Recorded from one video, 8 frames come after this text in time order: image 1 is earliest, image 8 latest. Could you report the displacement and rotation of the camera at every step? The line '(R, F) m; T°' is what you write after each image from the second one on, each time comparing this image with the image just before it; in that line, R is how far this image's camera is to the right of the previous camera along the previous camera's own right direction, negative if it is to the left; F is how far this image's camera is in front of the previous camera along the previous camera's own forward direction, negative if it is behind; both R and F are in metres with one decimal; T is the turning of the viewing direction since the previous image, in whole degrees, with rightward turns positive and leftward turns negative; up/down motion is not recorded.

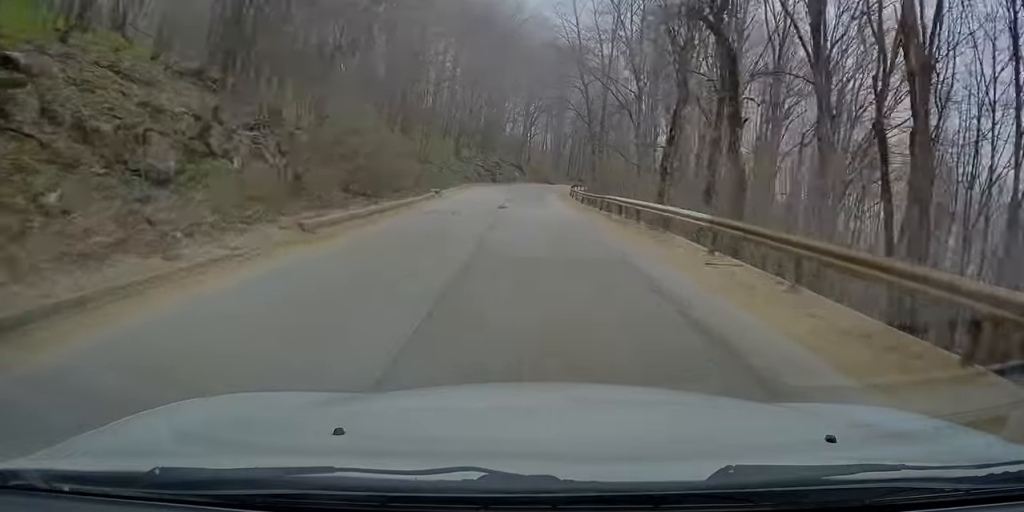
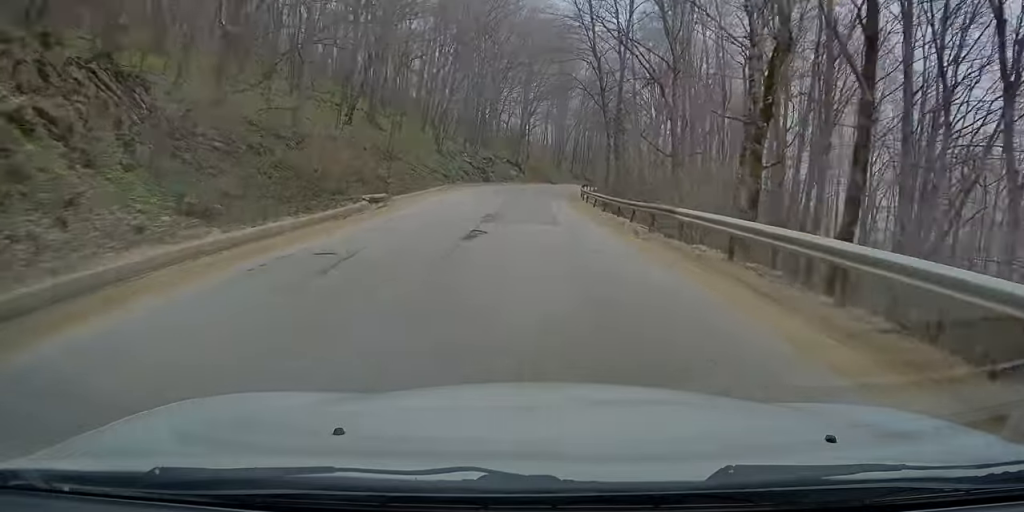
(-0.2, +13.9) m; 0°
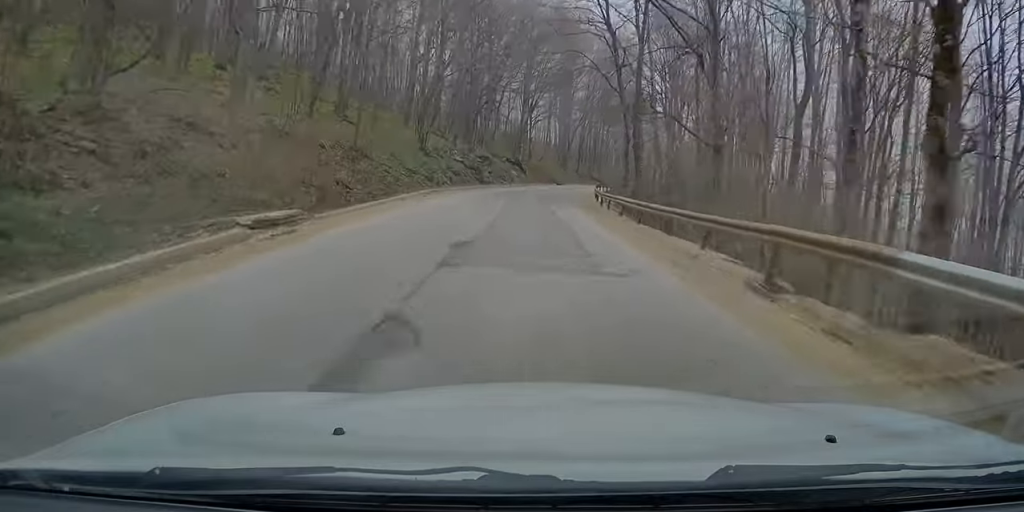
(0.0, +9.4) m; 0°
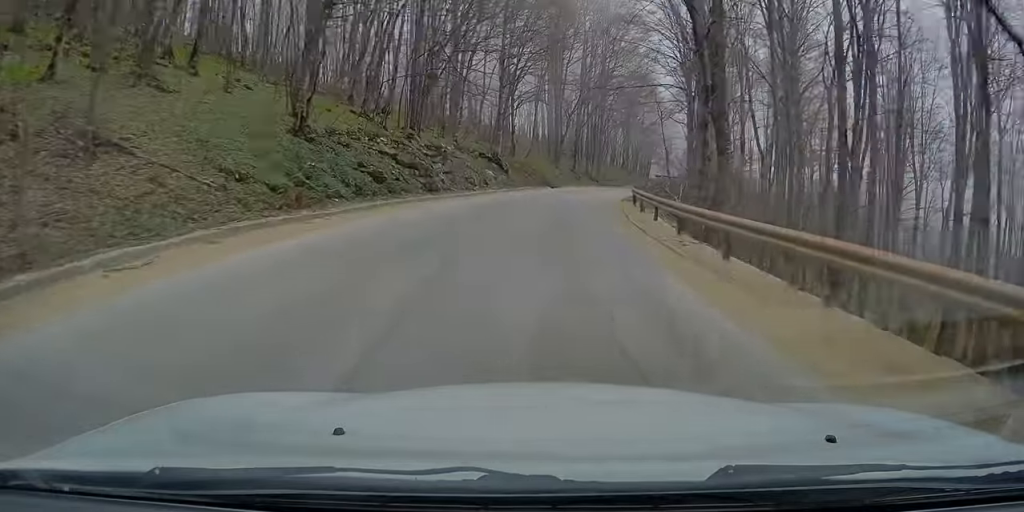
(+0.2, +23.1) m; +3°
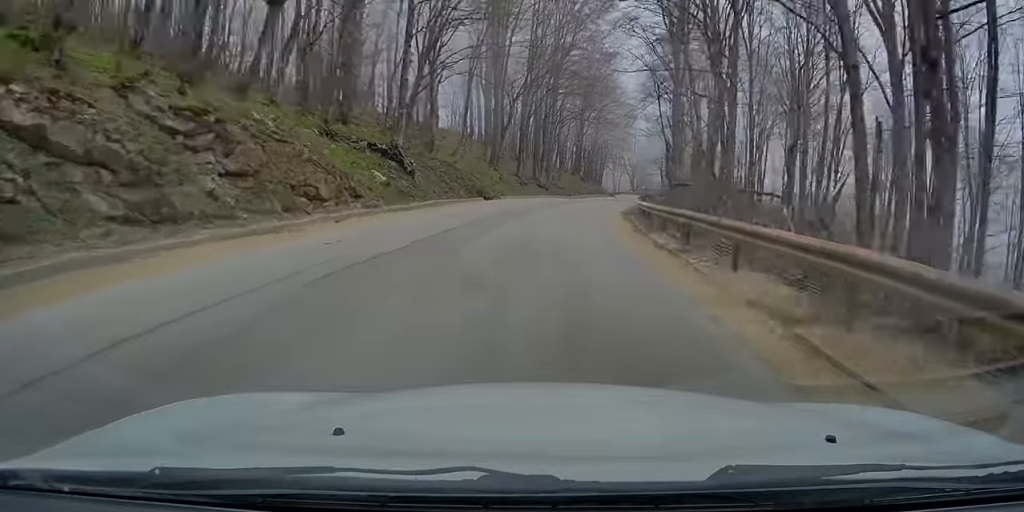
(+0.9, +21.7) m; +6°
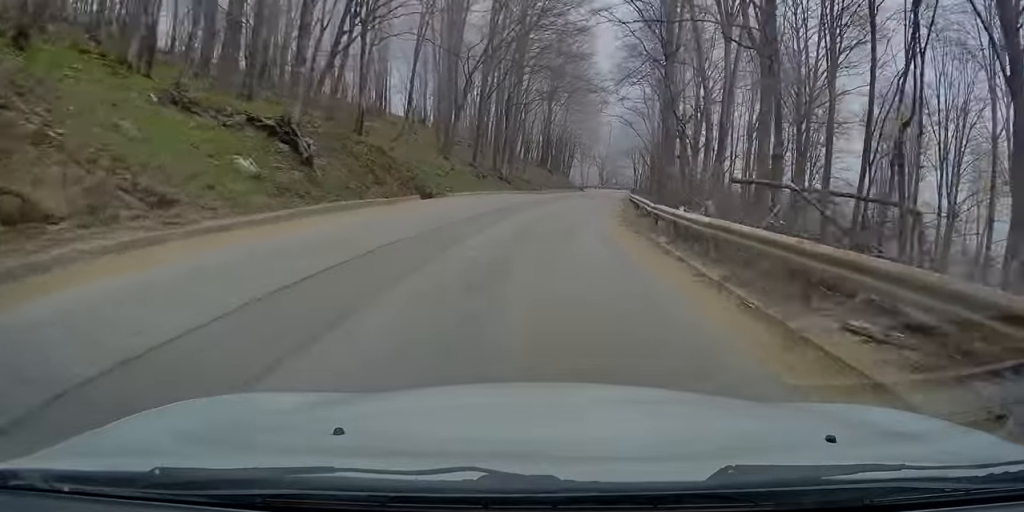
(+0.4, +11.0) m; +4°
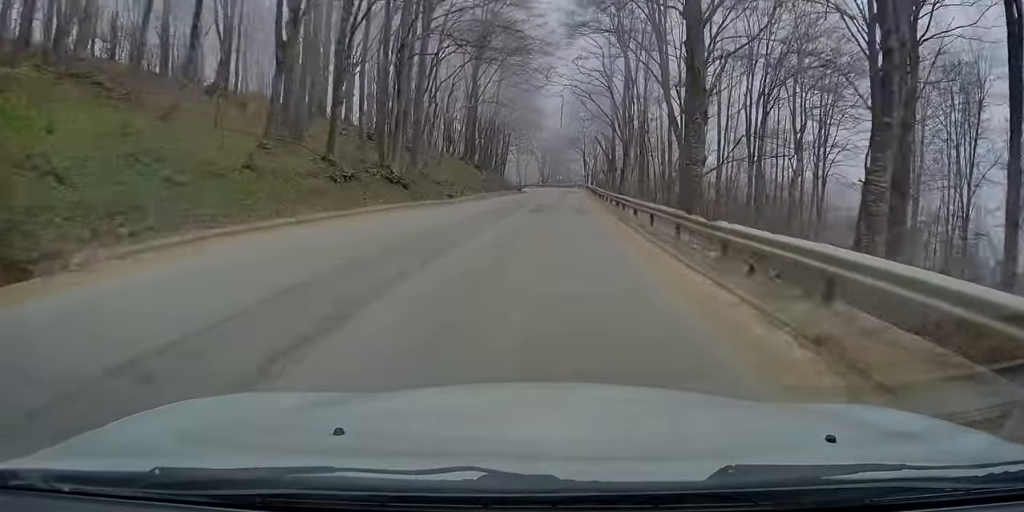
(+2.0, +24.2) m; +6°
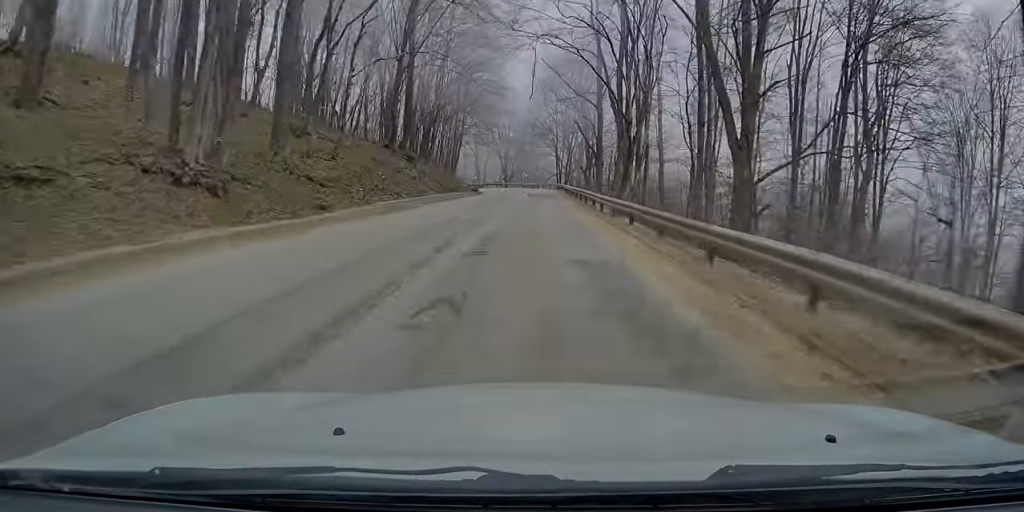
(-0.2, +19.5) m; +1°
